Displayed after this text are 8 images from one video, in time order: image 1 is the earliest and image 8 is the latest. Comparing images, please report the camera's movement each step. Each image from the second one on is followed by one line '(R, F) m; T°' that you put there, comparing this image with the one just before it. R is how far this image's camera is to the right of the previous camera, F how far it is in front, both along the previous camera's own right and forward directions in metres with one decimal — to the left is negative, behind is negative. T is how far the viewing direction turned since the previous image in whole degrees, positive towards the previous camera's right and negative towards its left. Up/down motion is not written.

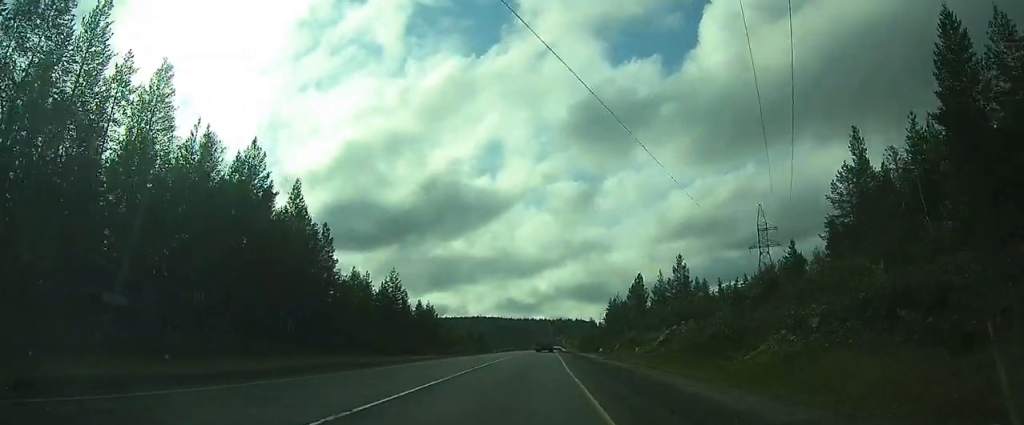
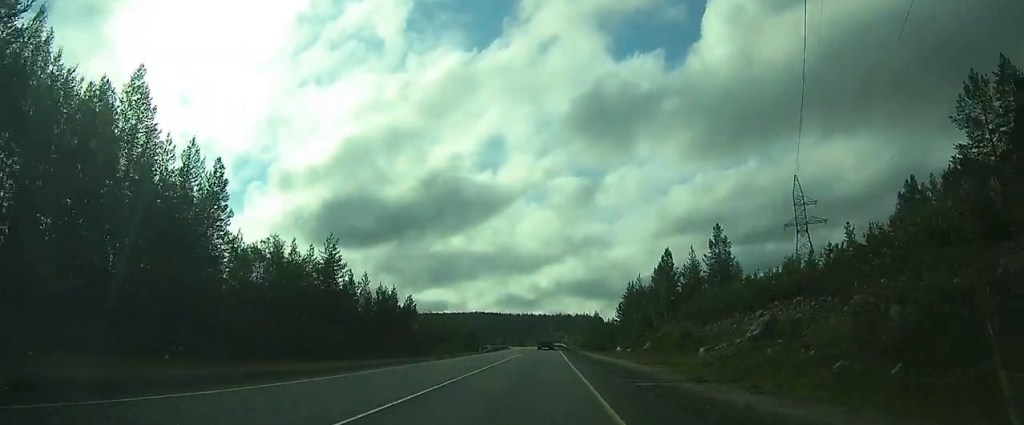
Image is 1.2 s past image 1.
(+0.1, +22.6) m; 0°
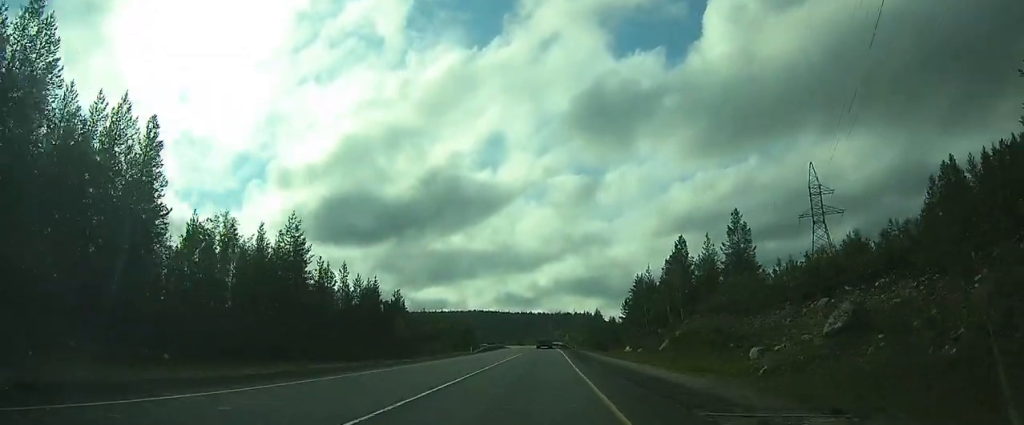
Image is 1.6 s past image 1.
(0.0, +8.2) m; 0°
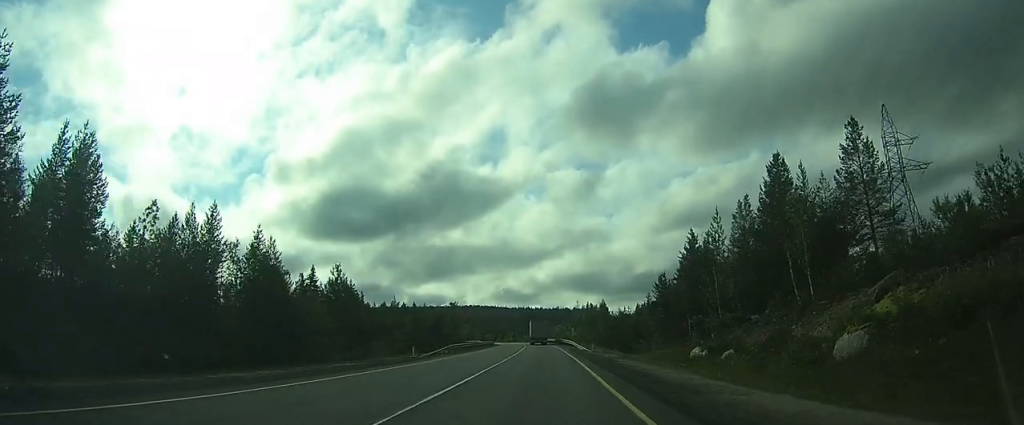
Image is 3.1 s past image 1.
(+0.2, +29.0) m; +1°
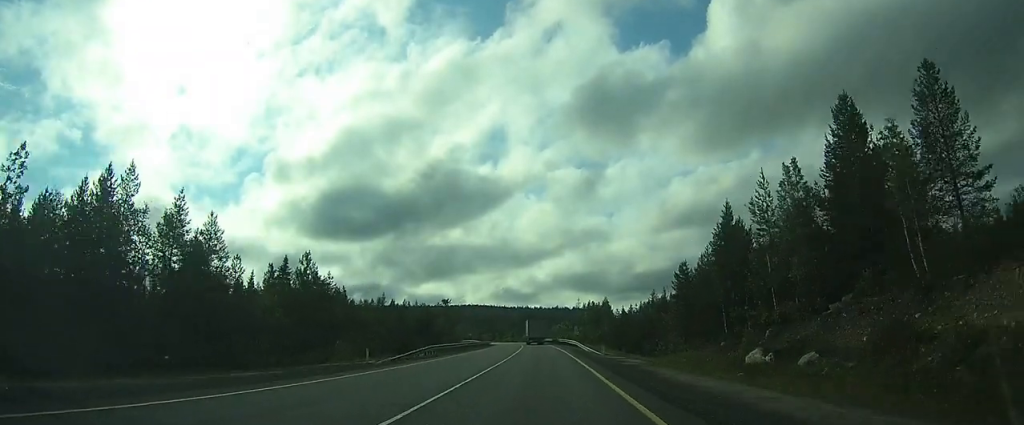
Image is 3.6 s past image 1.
(0.0, +9.9) m; 0°
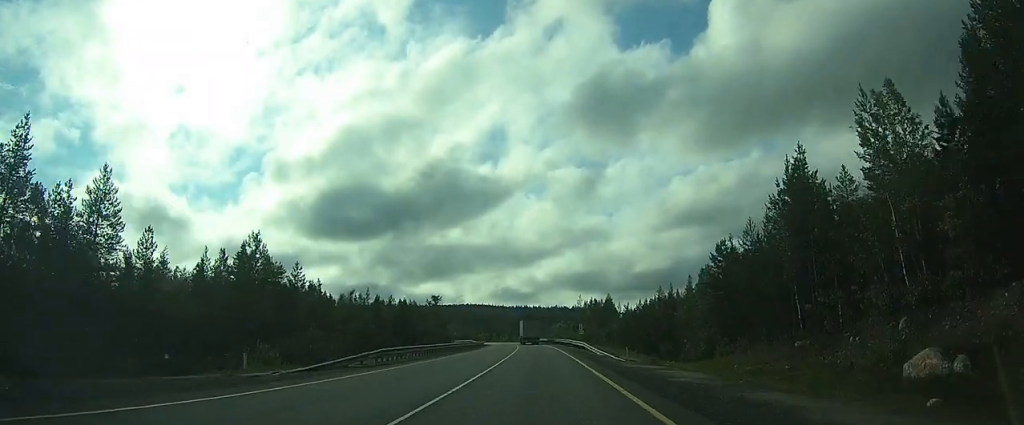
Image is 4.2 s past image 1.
(0.0, +12.1) m; 0°
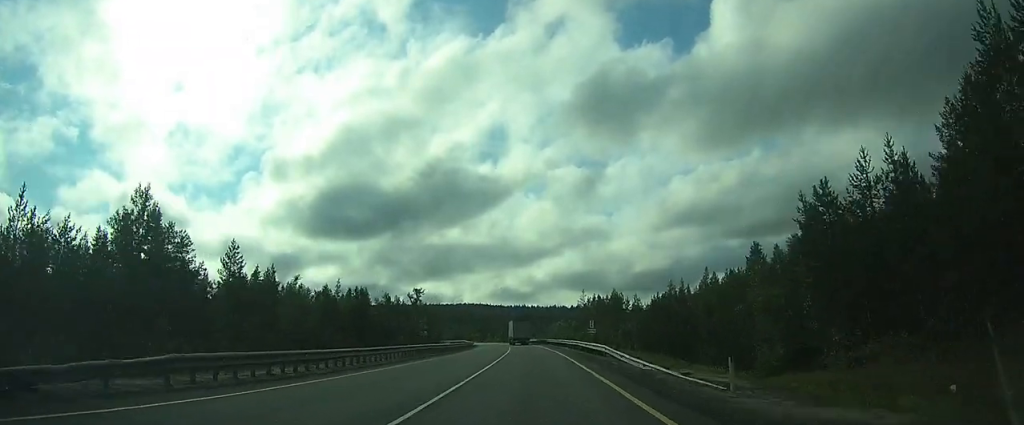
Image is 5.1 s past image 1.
(0.0, +16.9) m; 0°
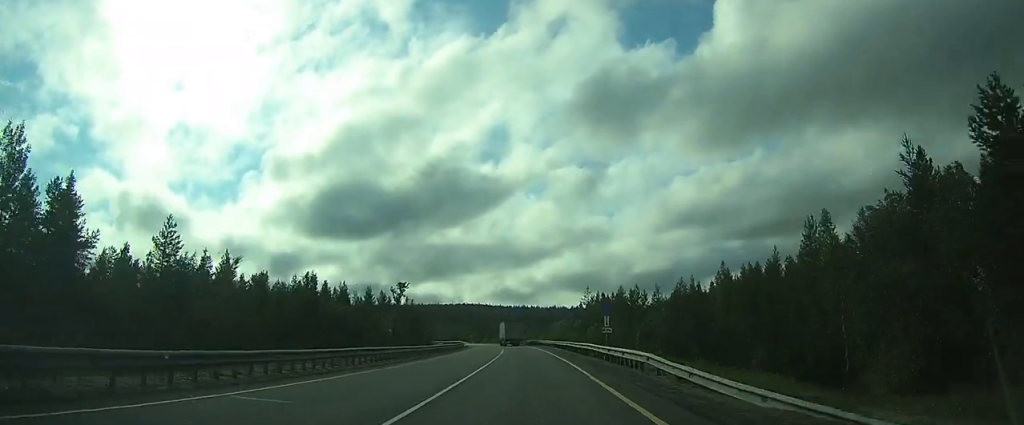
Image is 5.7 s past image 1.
(0.0, +12.1) m; 0°
